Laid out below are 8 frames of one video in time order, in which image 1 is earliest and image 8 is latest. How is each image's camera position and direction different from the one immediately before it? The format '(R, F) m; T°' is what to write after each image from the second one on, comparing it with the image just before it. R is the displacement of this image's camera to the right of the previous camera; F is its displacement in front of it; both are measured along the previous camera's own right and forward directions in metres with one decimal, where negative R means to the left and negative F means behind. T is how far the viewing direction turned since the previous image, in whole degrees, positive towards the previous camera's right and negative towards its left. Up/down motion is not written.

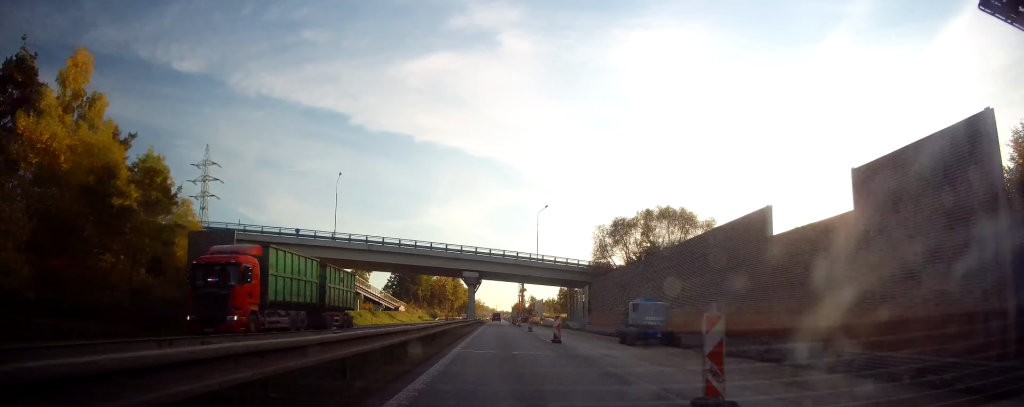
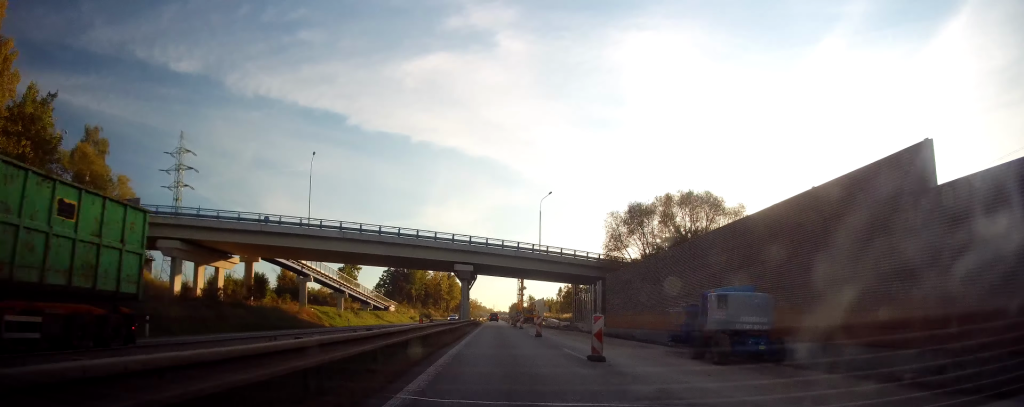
(+0.1, +9.6) m; +1°
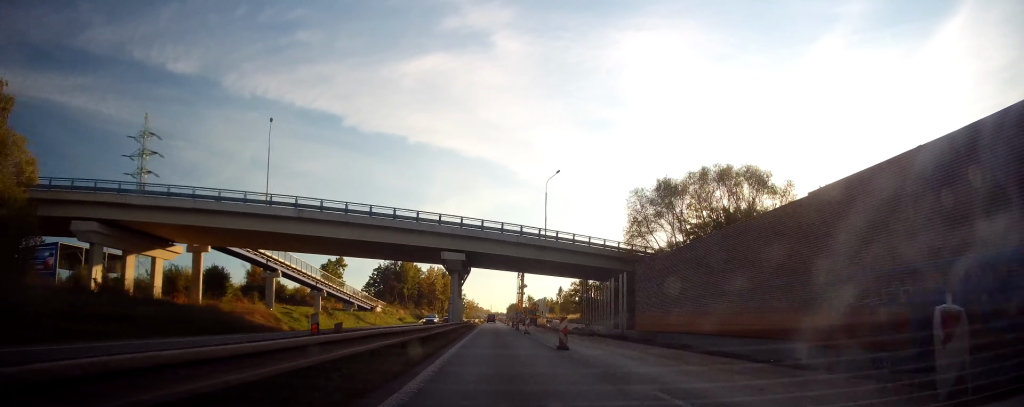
(+0.1, +11.7) m; 0°
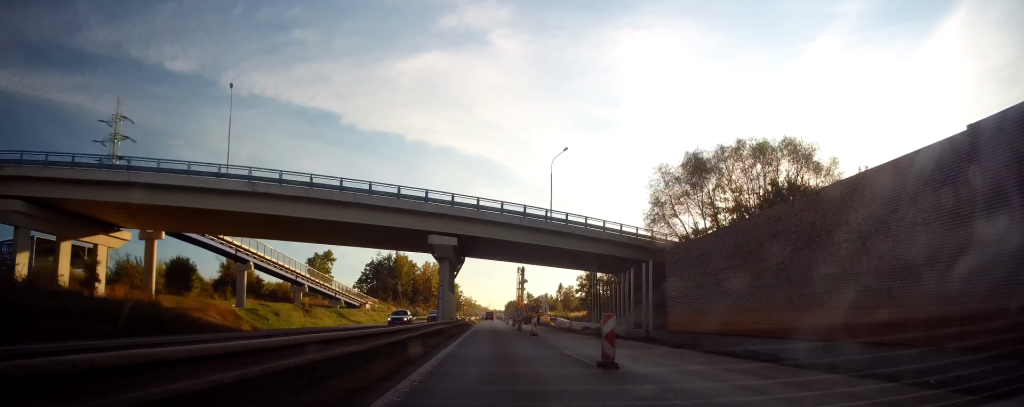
(+0.2, +8.0) m; -1°
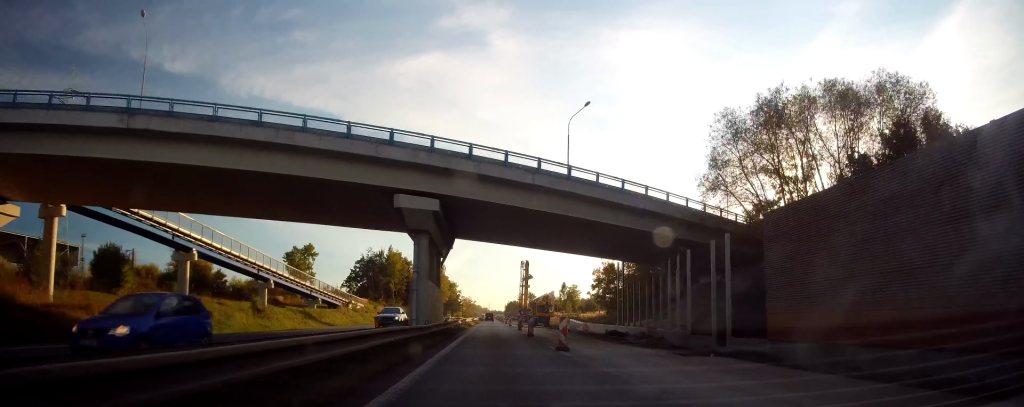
(-0.3, +12.9) m; 0°
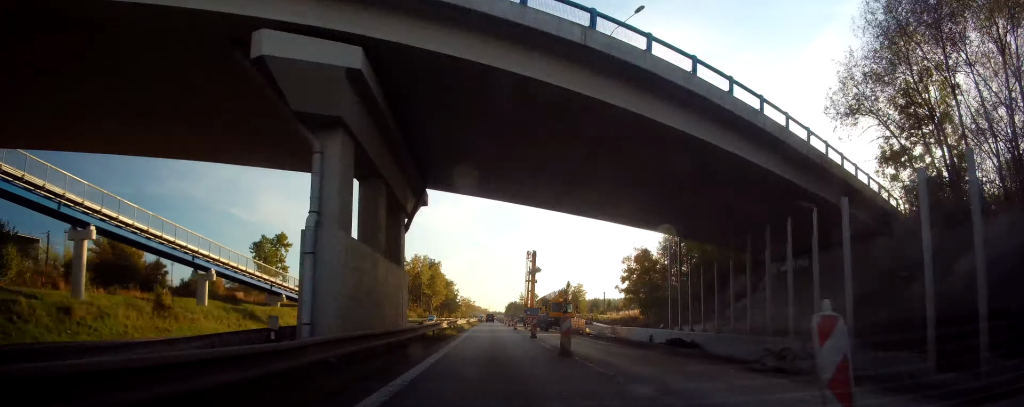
(+0.2, +14.9) m; +1°
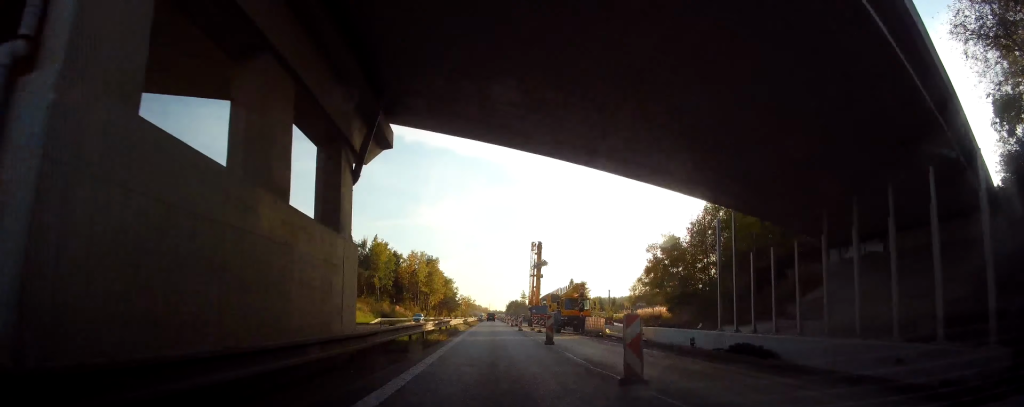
(+0.1, +8.0) m; 0°
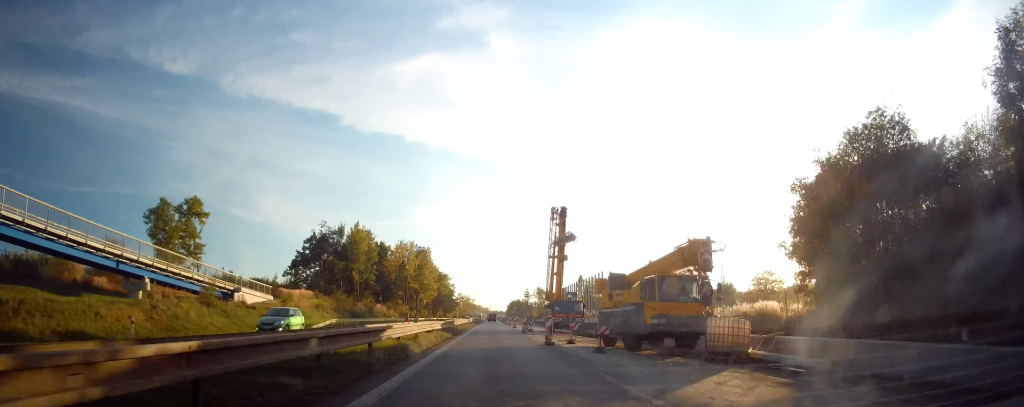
(-0.2, +21.9) m; -1°
